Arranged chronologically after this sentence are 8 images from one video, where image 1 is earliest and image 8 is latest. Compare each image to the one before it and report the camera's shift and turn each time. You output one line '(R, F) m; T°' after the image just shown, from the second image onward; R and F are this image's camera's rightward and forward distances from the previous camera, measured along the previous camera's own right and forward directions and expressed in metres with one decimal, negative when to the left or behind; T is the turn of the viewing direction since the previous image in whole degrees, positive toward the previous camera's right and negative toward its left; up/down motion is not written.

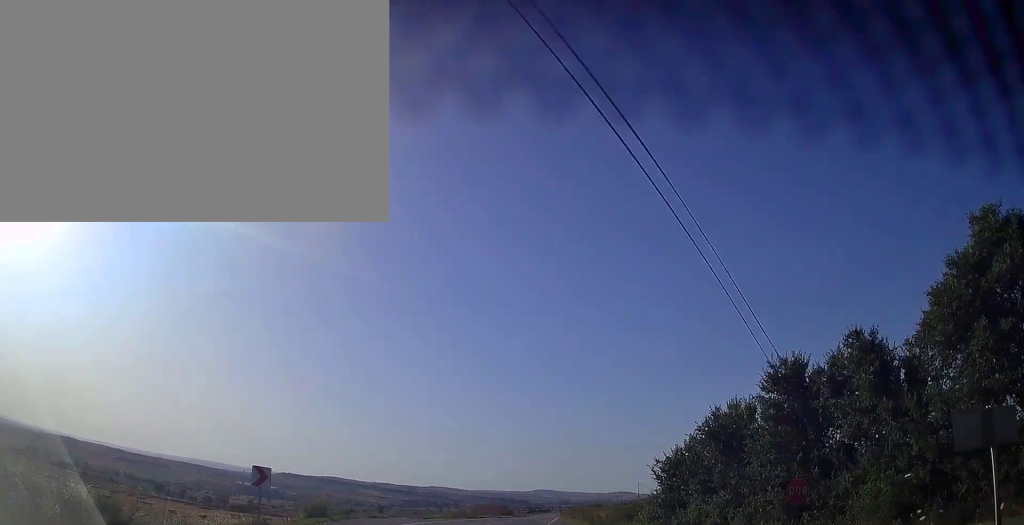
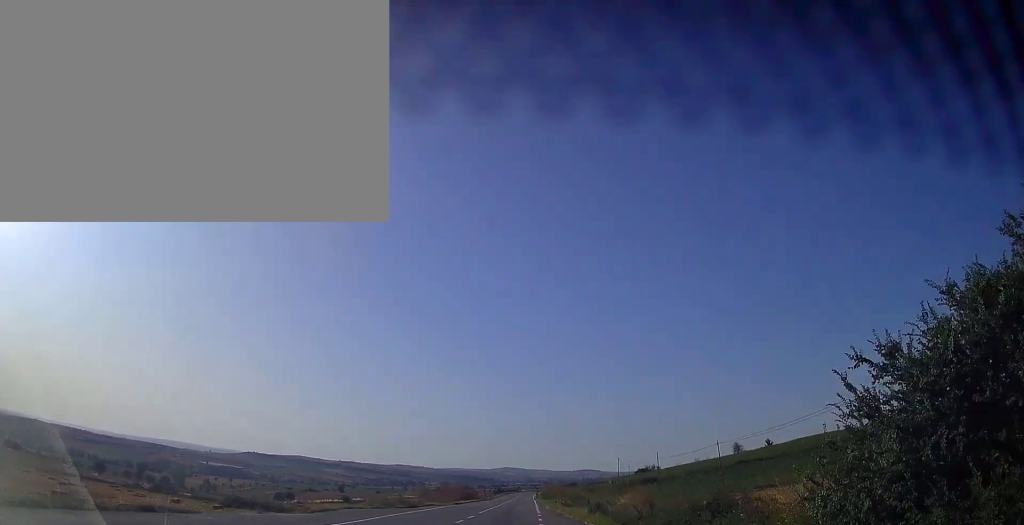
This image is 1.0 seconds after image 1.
(+0.4, +23.1) m; +3°
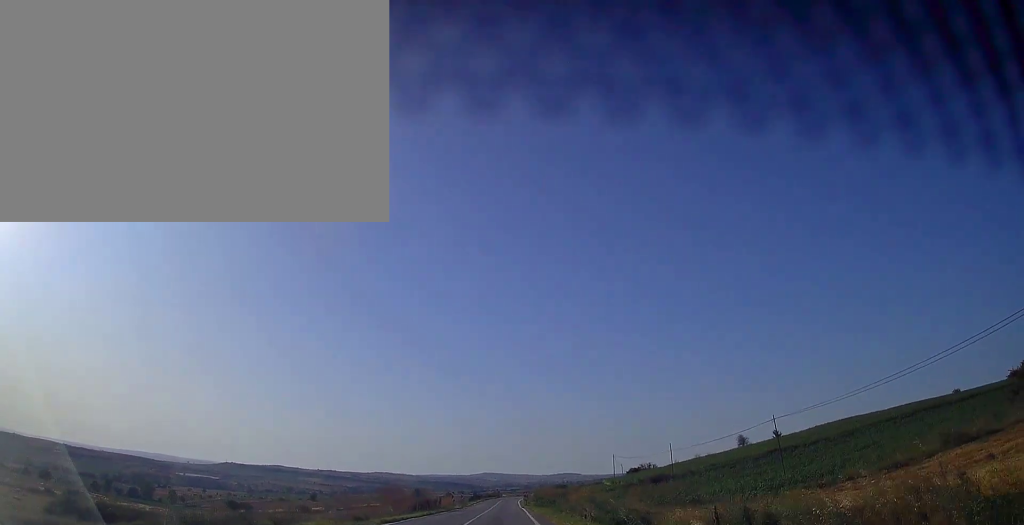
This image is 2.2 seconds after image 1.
(+0.8, +26.4) m; +3°
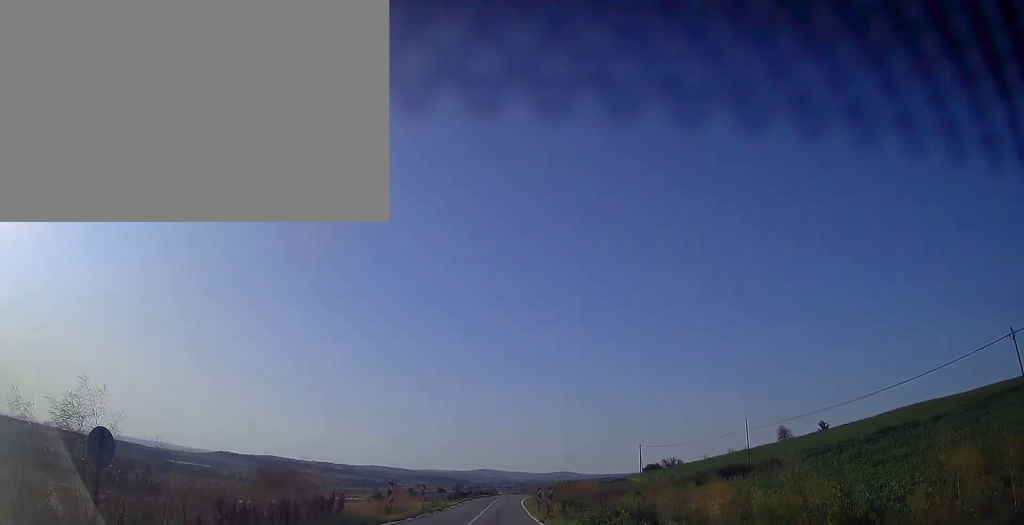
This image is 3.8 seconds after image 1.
(+0.4, +35.0) m; +1°
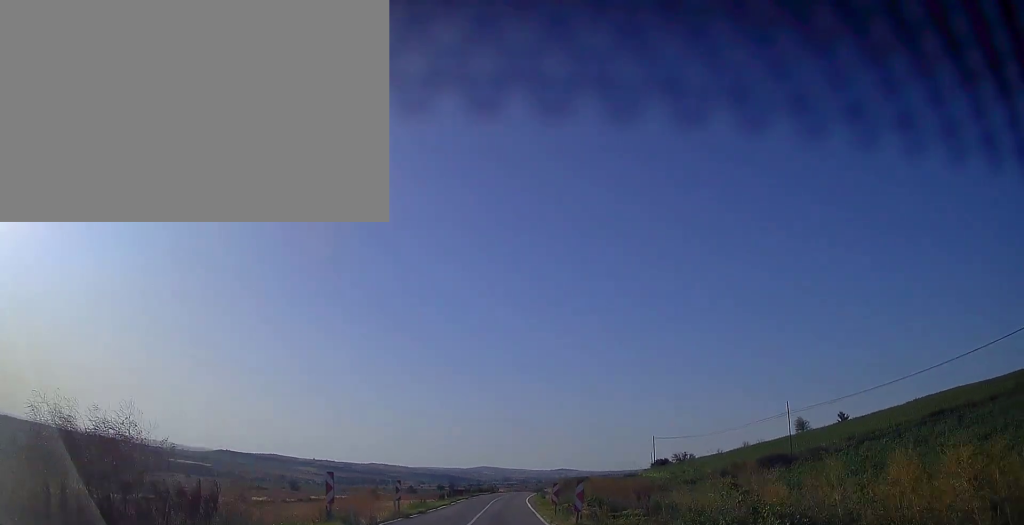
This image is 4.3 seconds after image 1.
(0.0, +10.2) m; 0°
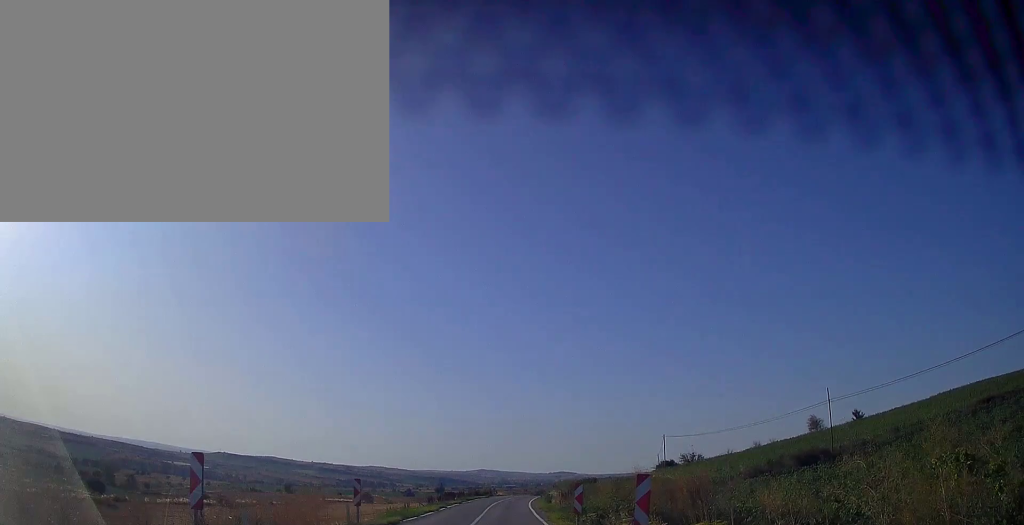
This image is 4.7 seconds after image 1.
(0.0, +9.5) m; 0°
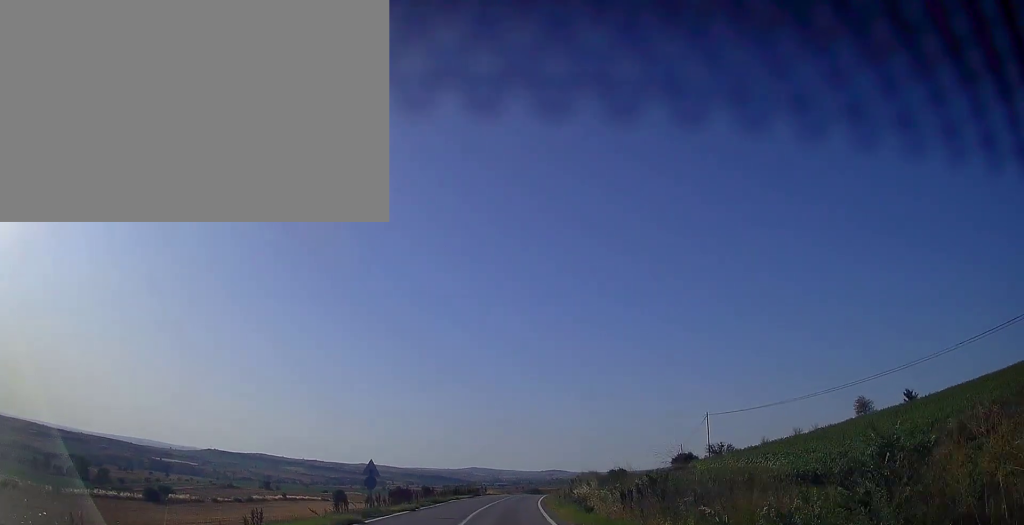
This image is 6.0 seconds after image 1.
(+0.1, +26.8) m; +1°
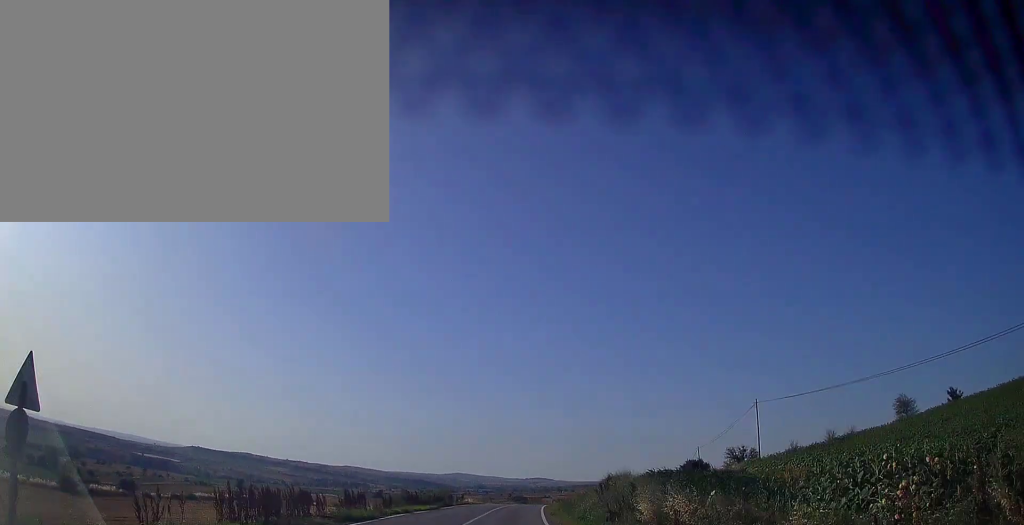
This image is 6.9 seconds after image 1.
(+0.1, +20.9) m; +1°
